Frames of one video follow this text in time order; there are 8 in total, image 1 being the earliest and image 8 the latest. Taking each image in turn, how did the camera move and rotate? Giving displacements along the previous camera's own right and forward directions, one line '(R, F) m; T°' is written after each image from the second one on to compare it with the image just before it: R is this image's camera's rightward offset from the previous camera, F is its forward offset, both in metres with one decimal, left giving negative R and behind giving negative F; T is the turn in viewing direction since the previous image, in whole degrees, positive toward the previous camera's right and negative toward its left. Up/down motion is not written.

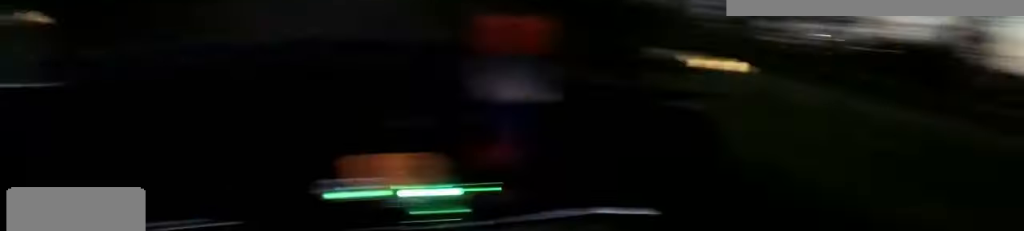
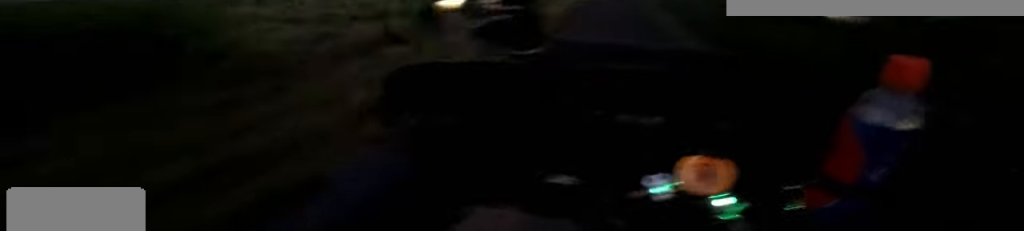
(-0.2, +8.0) m; +2°
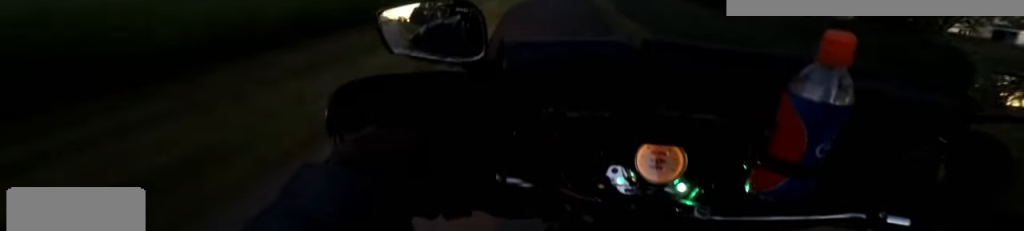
(-0.2, +46.3) m; 0°
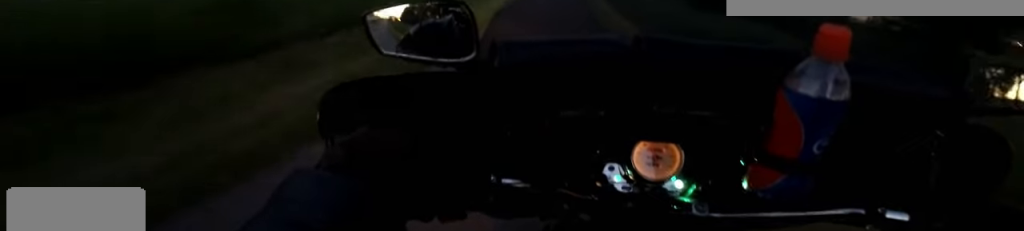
(+0.3, +5.9) m; 0°
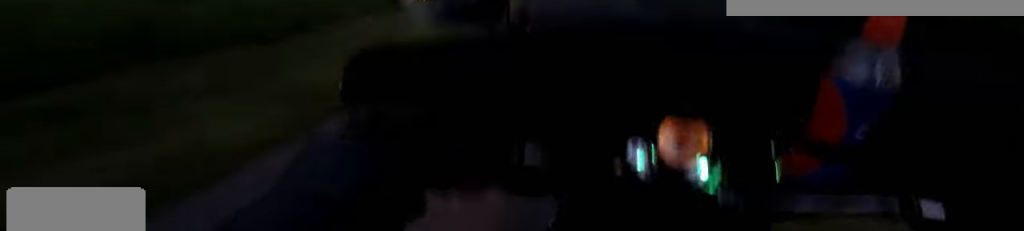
(-0.5, +8.0) m; -2°
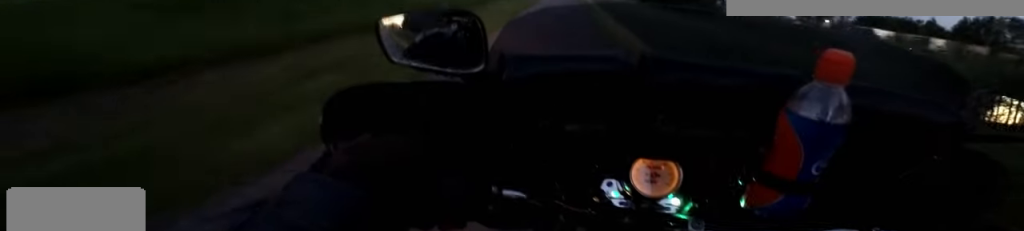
(-0.3, +11.2) m; +1°
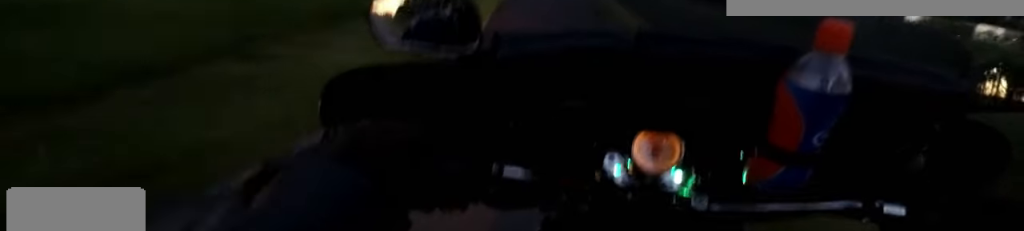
(0.0, +8.4) m; +2°
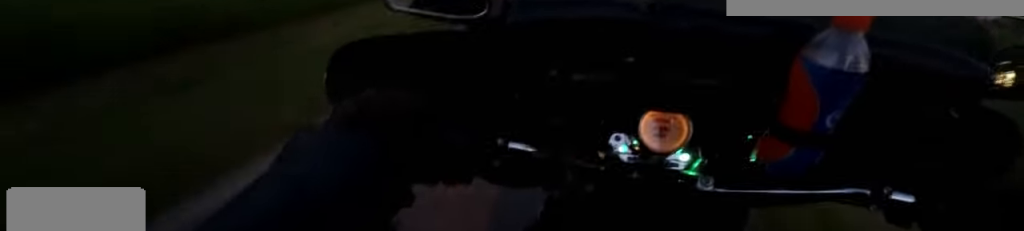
(+0.4, +5.2) m; 0°
